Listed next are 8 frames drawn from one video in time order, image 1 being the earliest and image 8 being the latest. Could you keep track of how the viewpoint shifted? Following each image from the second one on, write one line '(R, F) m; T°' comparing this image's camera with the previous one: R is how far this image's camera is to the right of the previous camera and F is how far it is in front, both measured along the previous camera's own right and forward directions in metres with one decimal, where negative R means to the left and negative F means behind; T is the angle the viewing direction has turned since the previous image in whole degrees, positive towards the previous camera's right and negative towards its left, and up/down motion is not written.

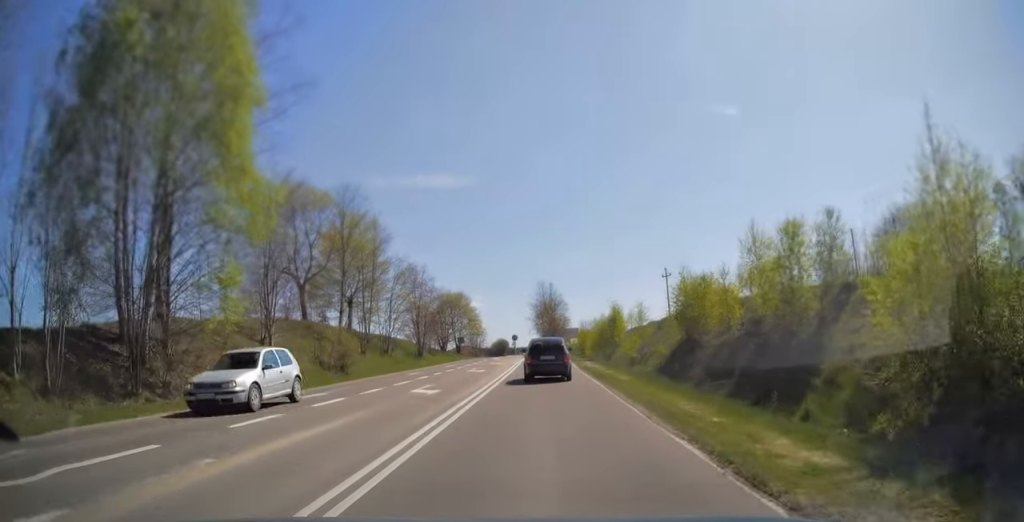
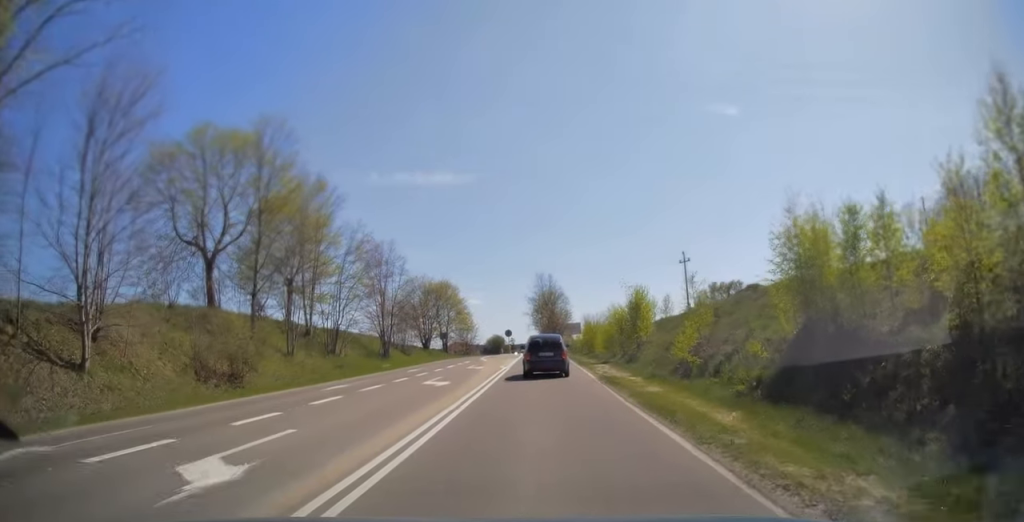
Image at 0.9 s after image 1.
(0.0, +12.1) m; 0°
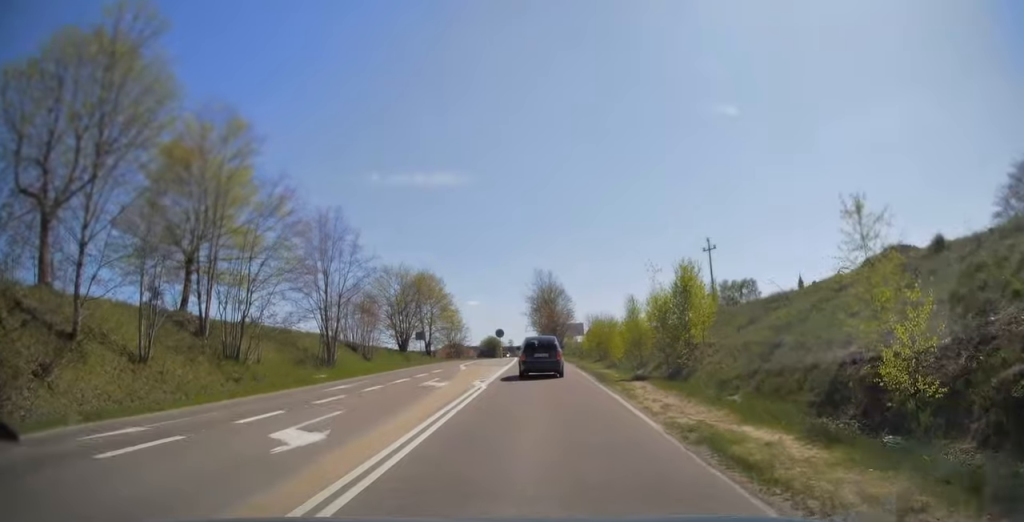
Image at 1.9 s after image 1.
(0.0, +11.8) m; 0°
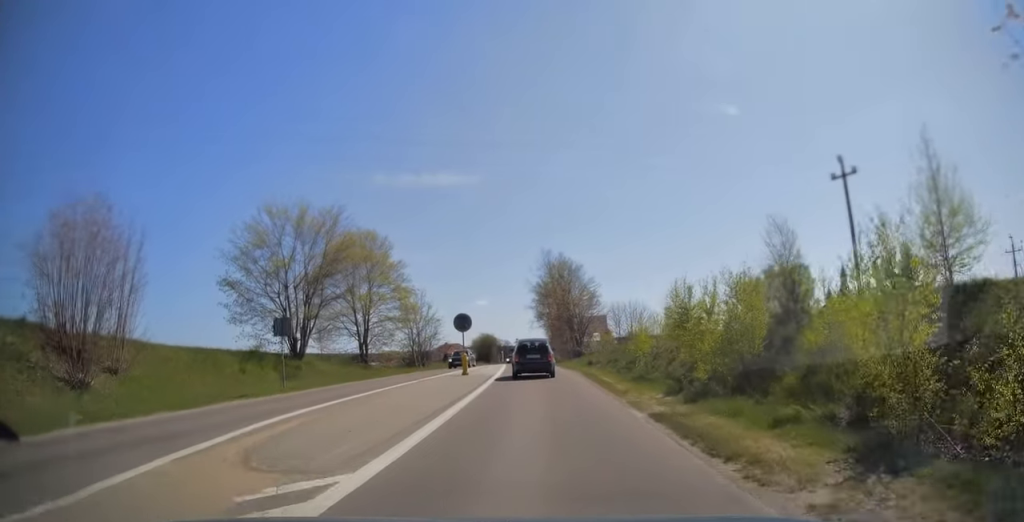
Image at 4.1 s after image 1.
(-0.2, +28.9) m; -1°
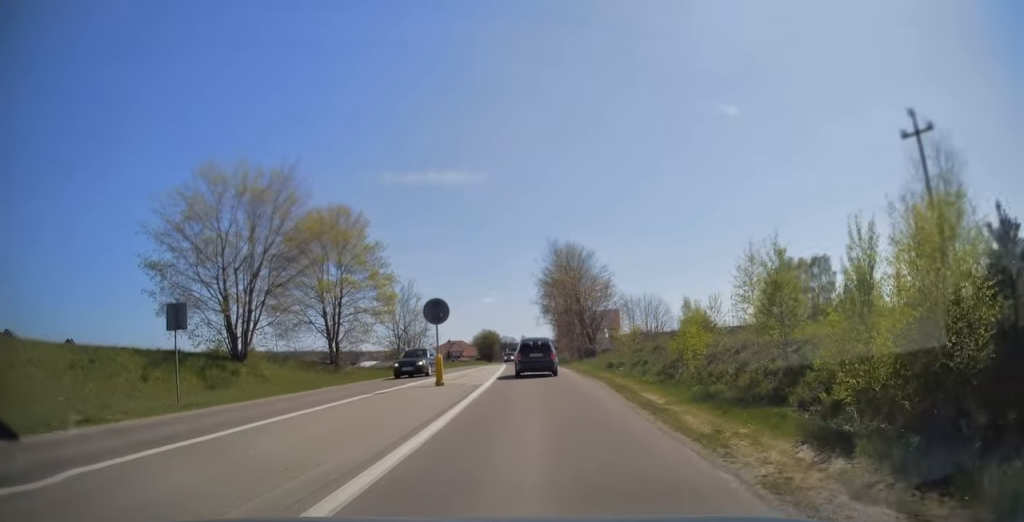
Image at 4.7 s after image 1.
(0.0, +7.7) m; 0°
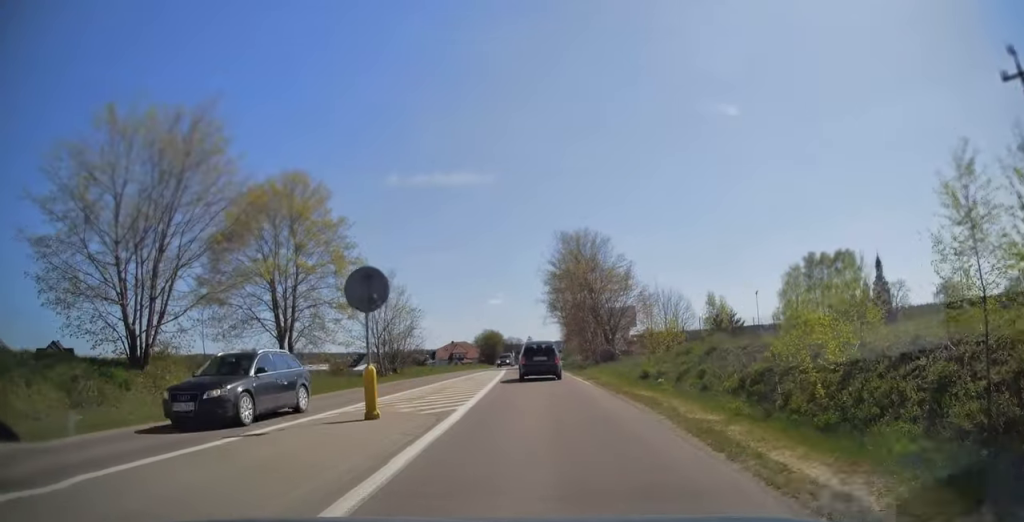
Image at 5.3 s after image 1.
(0.0, +8.0) m; -1°
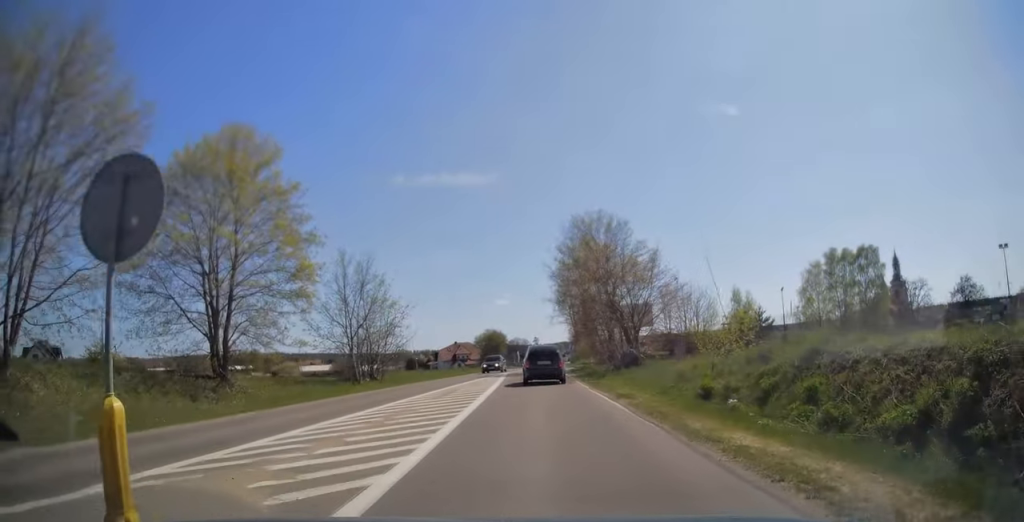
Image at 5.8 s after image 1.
(-0.1, +7.0) m; -1°
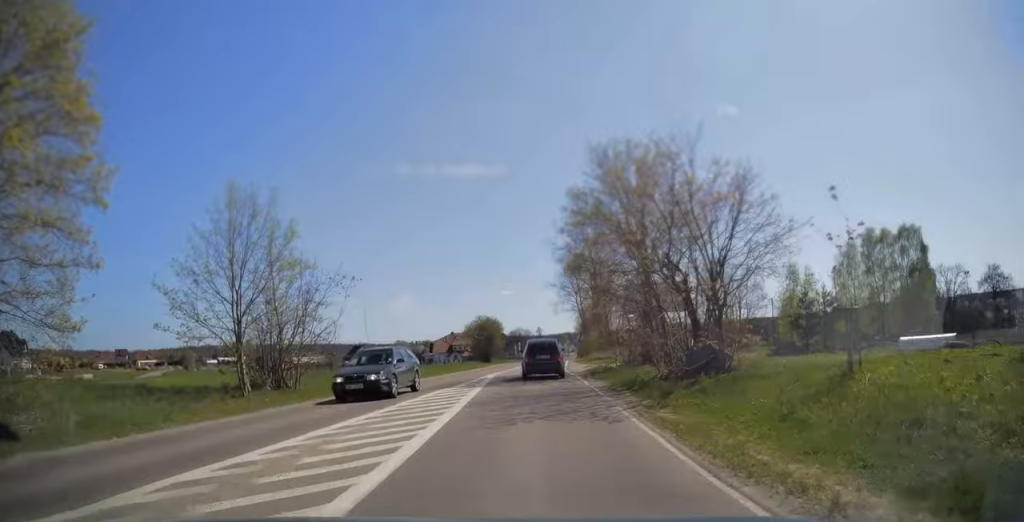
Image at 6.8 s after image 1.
(-0.1, +13.5) m; -1°
